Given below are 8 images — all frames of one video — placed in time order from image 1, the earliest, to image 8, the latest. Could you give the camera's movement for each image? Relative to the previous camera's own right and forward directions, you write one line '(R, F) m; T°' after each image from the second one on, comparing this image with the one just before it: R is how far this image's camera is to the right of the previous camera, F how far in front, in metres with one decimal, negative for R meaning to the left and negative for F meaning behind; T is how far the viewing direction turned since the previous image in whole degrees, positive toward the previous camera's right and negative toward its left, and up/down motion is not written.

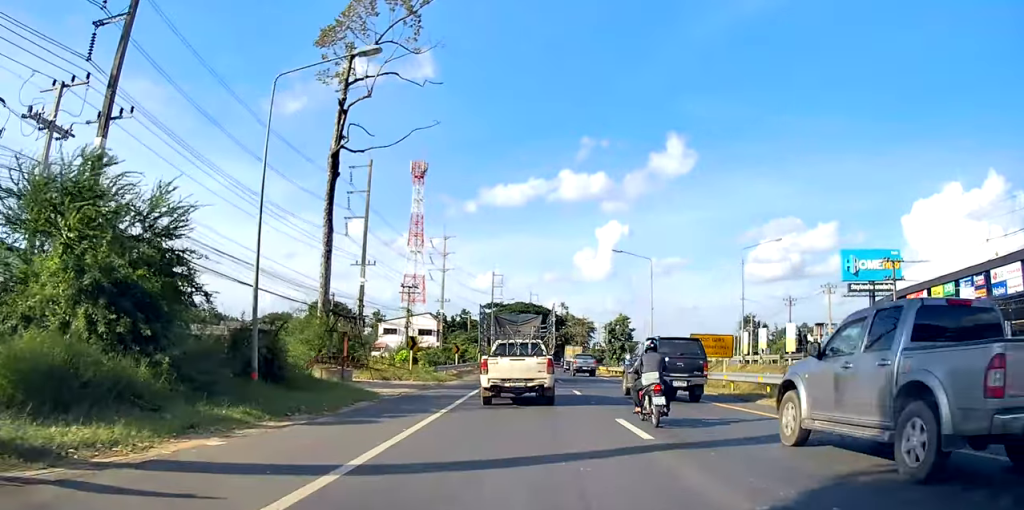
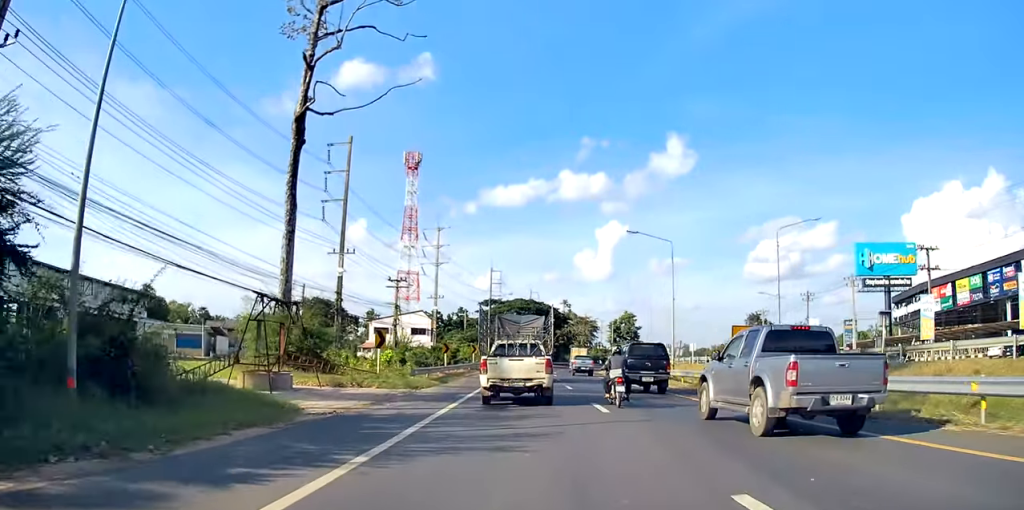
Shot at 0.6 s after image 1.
(+0.1, +7.5) m; 0°
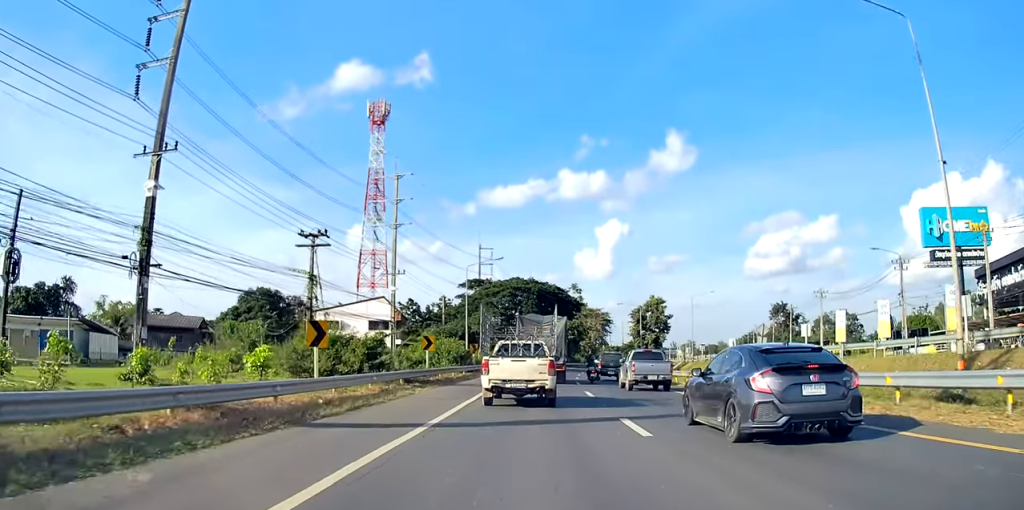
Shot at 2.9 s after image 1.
(-1.0, +28.9) m; -2°
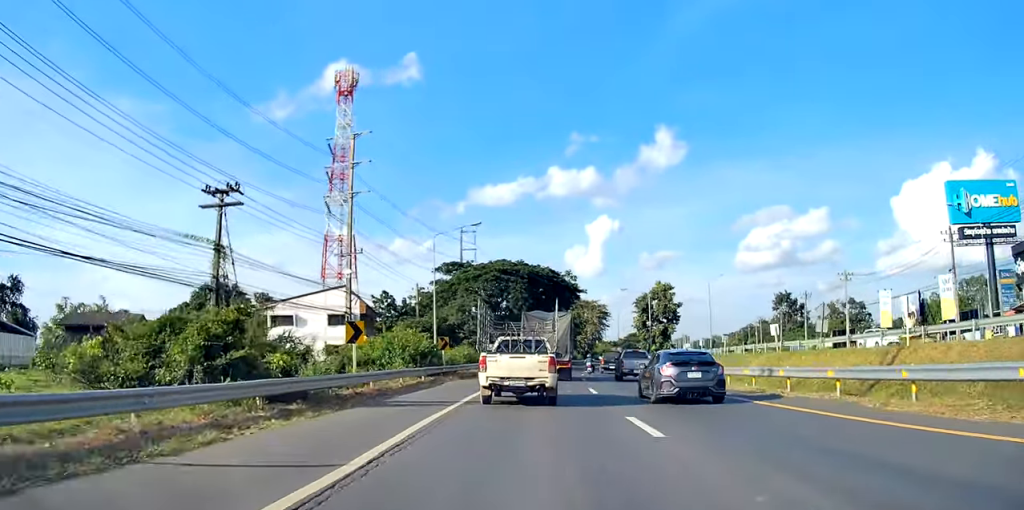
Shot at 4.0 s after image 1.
(+0.1, +13.0) m; +2°
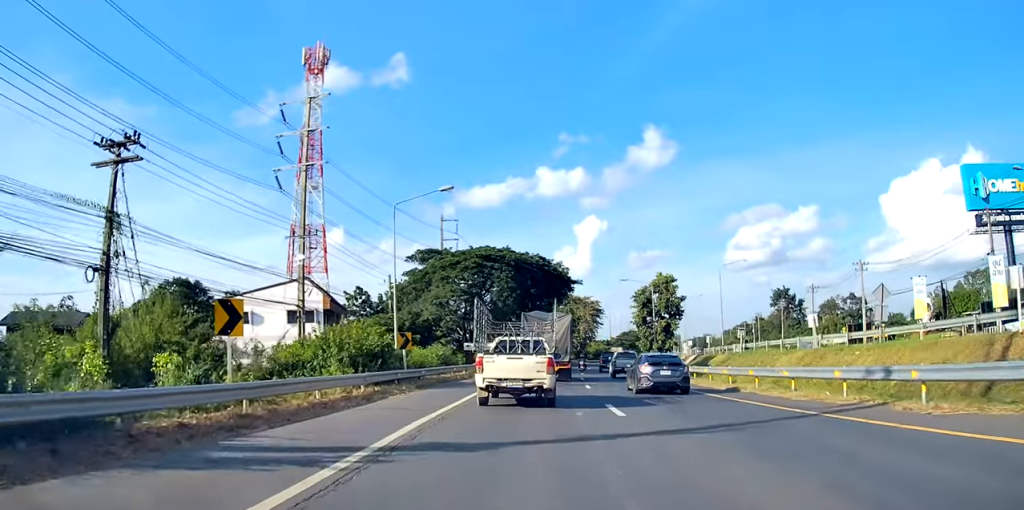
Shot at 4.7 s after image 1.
(+0.2, +9.1) m; 0°
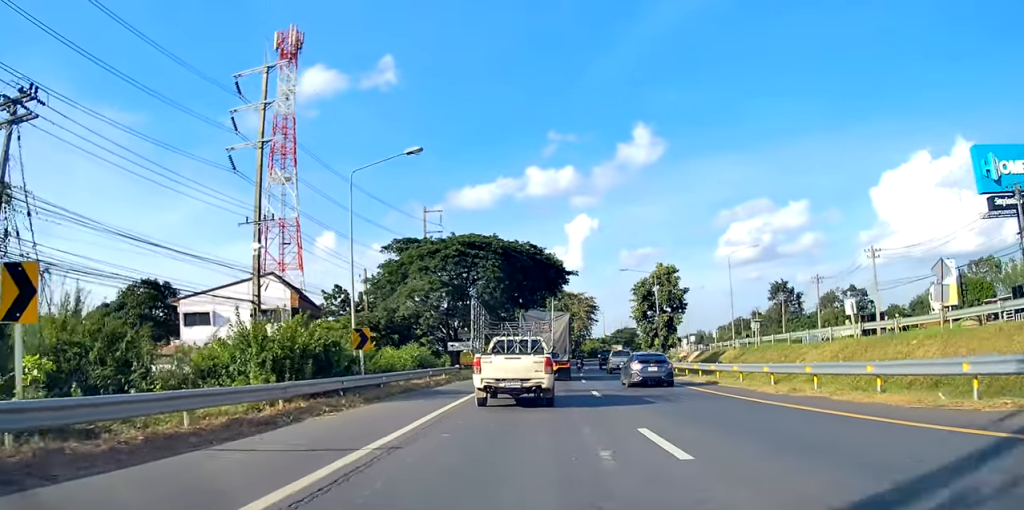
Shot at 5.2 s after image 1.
(+0.3, +6.2) m; 0°
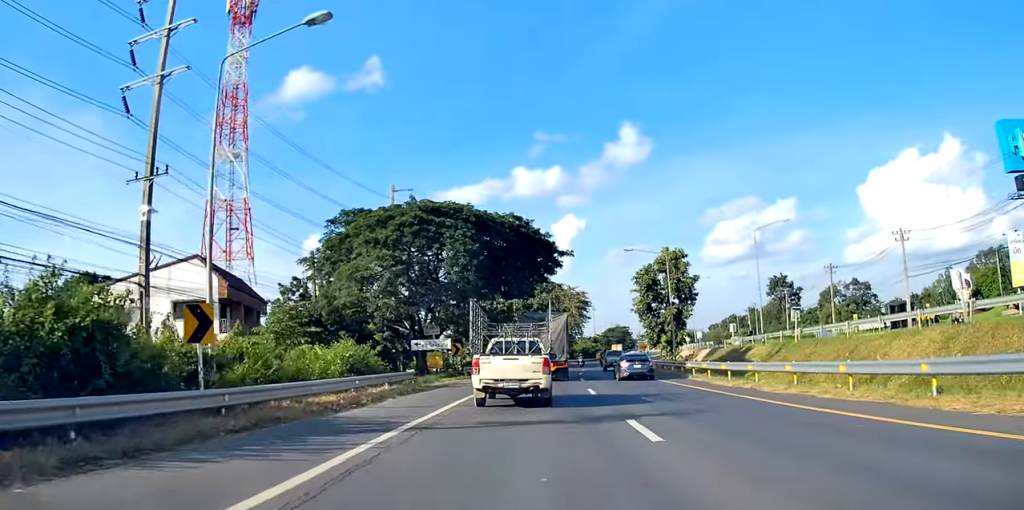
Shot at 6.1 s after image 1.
(-0.5, +10.6) m; 0°
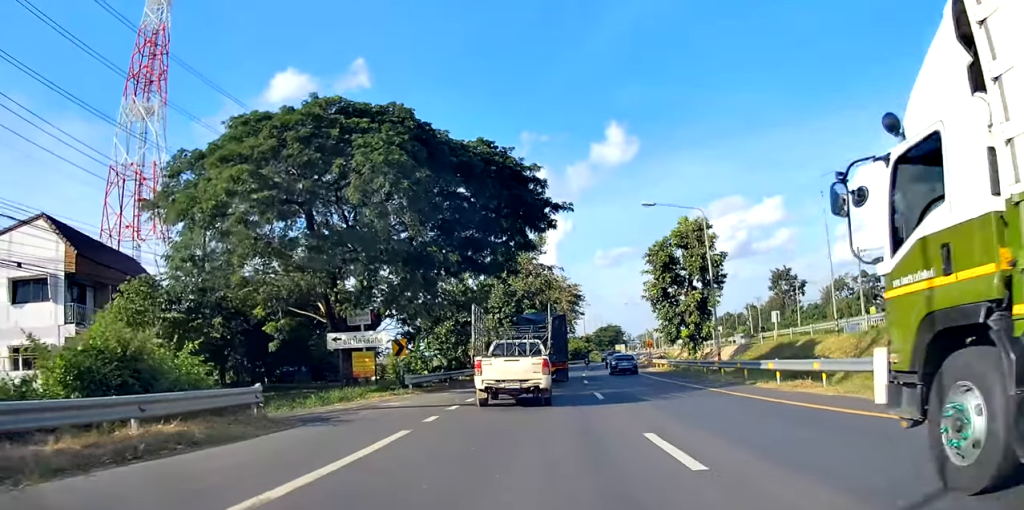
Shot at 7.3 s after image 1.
(+0.7, +15.1) m; +4°
